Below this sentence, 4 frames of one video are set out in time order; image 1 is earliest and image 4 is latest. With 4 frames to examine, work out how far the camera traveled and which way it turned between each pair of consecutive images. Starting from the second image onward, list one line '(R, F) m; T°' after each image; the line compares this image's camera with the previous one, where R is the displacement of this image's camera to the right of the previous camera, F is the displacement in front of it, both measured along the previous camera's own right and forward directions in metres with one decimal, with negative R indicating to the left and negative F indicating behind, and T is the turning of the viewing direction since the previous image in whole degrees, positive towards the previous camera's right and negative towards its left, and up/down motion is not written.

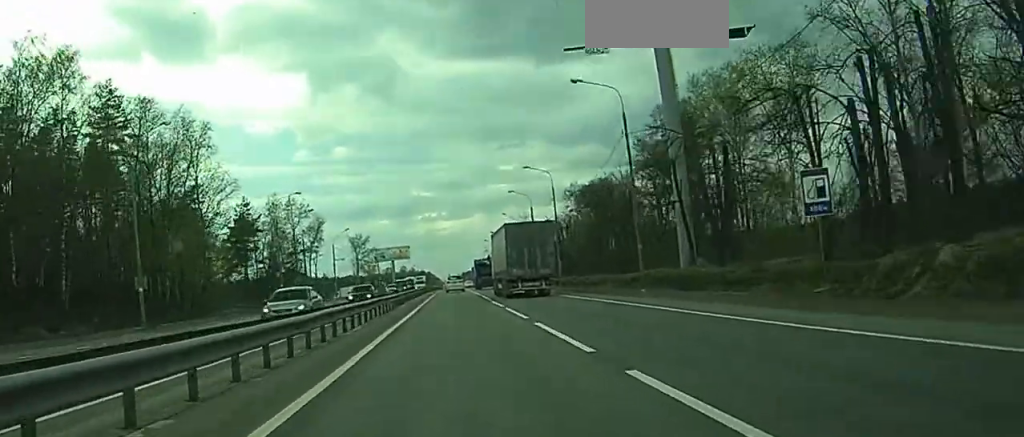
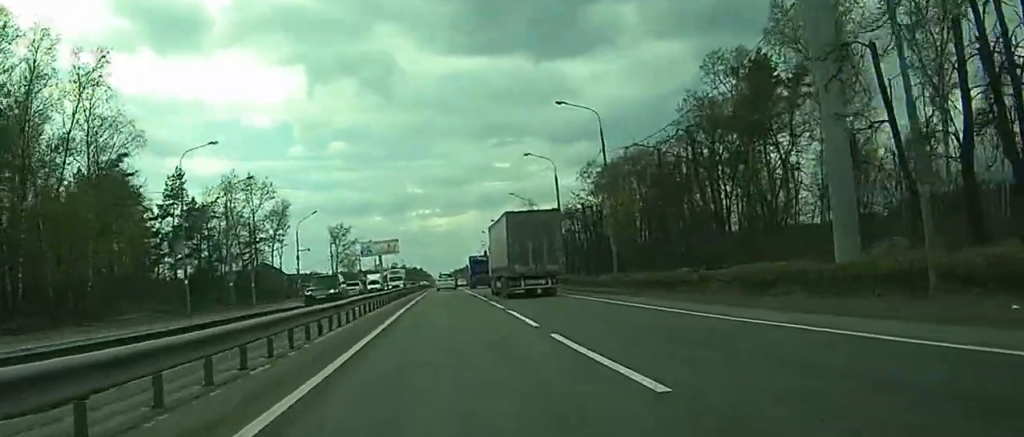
(+0.1, +28.5) m; 0°
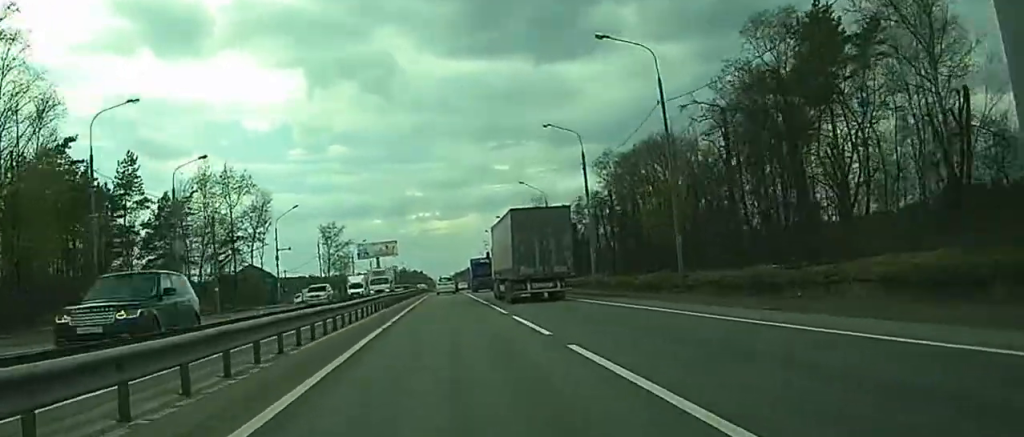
(0.0, +14.7) m; 0°
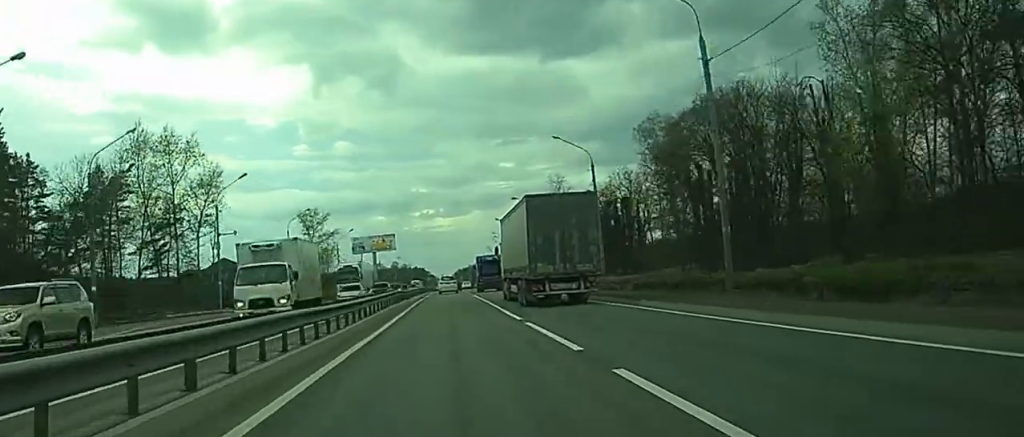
(-0.1, +27.8) m; 0°
